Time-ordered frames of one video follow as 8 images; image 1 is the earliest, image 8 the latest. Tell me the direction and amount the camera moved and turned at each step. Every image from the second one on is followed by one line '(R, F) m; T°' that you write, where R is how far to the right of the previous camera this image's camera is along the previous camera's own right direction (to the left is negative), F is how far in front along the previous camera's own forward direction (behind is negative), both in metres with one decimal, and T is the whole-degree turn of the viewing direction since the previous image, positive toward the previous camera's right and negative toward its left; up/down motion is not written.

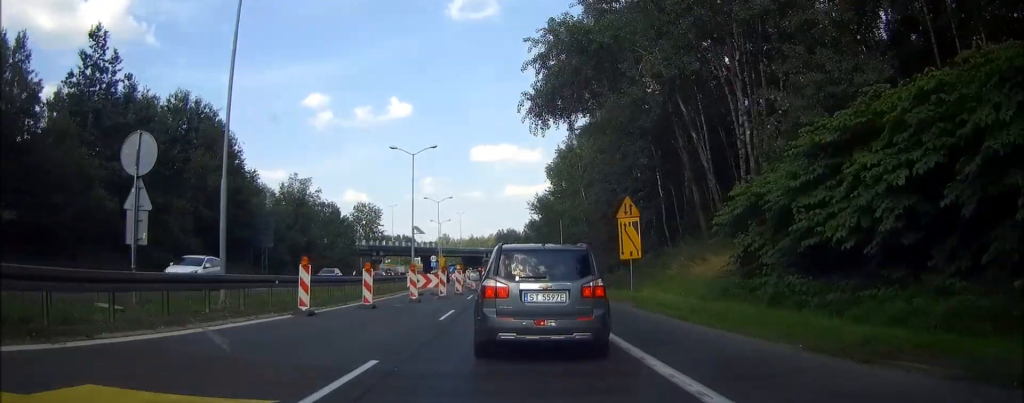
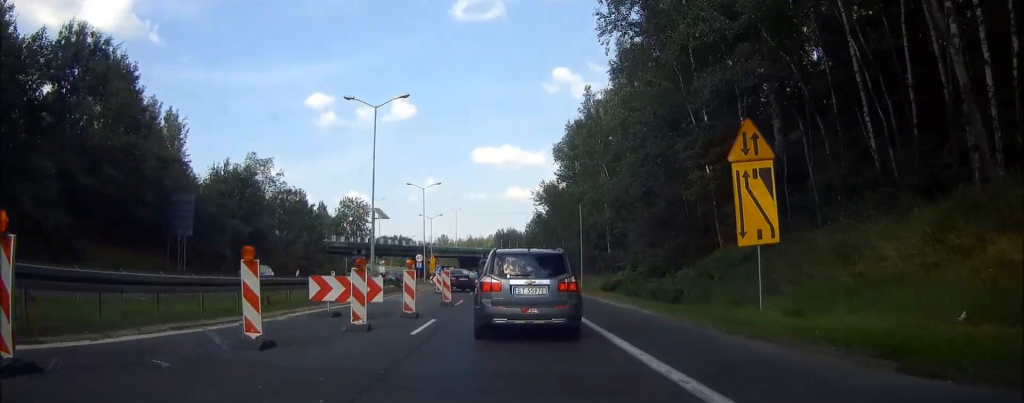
(-0.5, +16.6) m; -3°
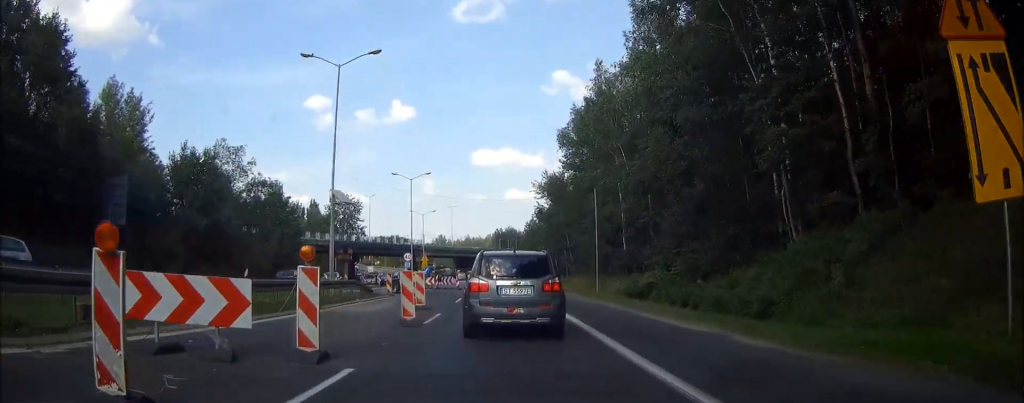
(-0.1, +8.9) m; -2°
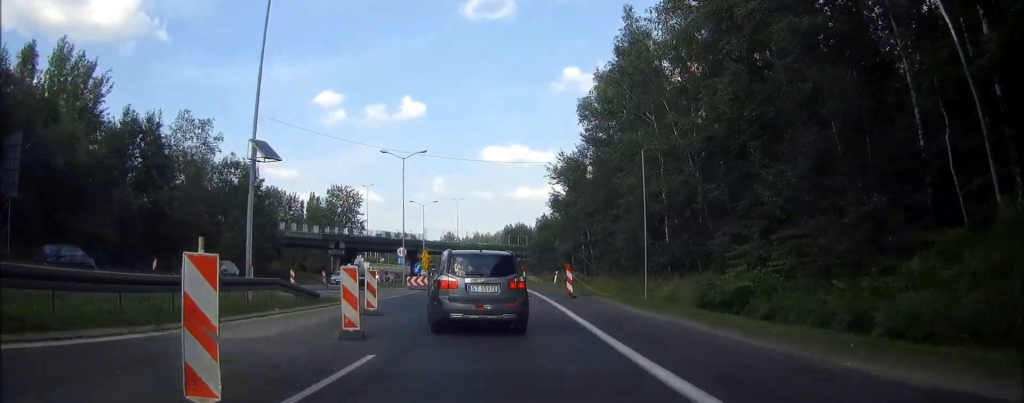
(-0.4, +10.6) m; -6°
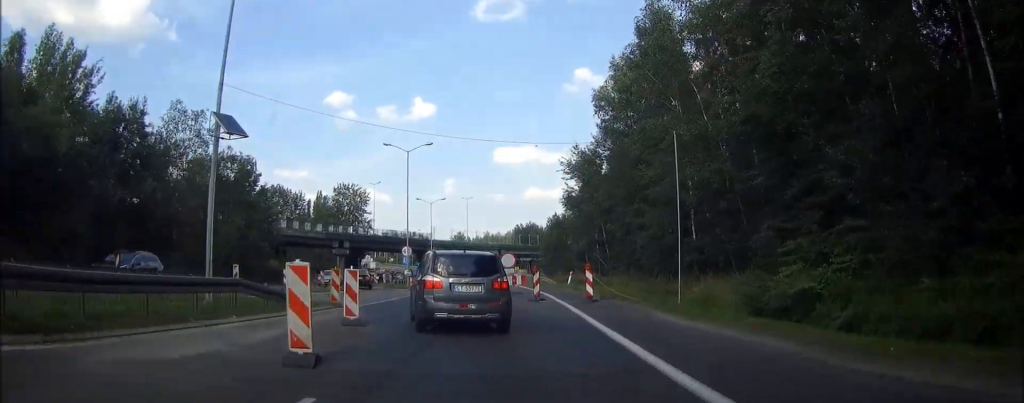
(-0.1, +3.9) m; -2°
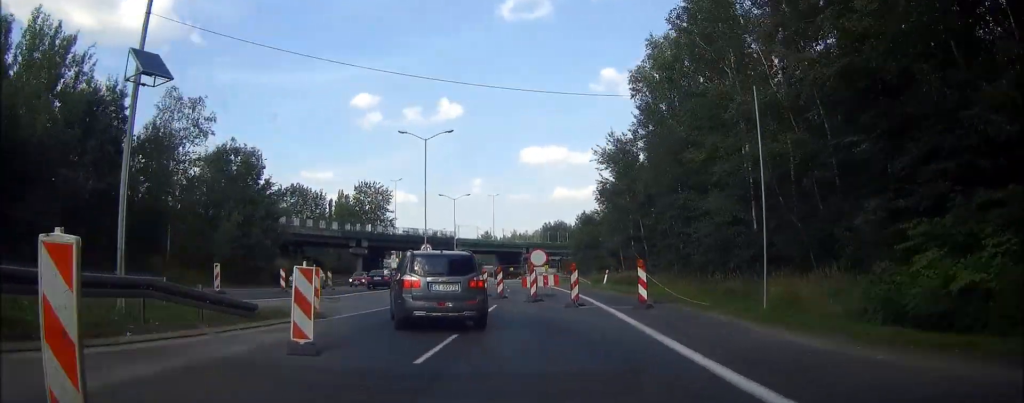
(-0.1, +5.1) m; -2°
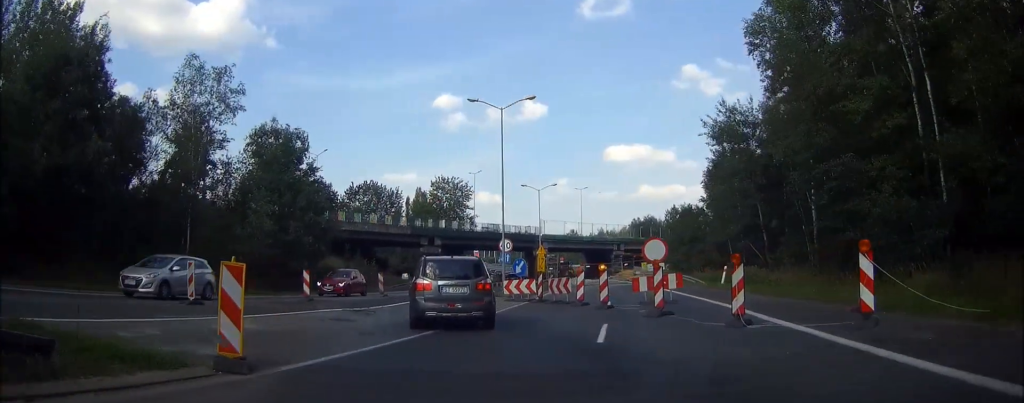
(-0.3, +9.3) m; -3°
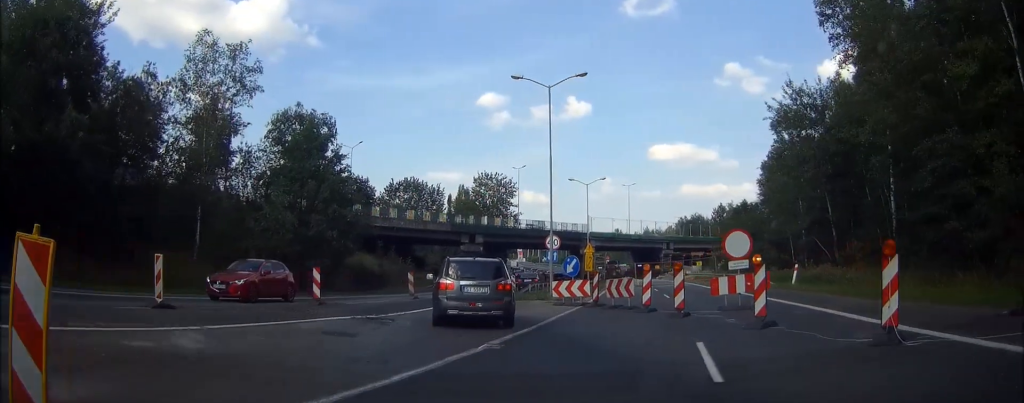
(-0.1, +4.5) m; -1°
